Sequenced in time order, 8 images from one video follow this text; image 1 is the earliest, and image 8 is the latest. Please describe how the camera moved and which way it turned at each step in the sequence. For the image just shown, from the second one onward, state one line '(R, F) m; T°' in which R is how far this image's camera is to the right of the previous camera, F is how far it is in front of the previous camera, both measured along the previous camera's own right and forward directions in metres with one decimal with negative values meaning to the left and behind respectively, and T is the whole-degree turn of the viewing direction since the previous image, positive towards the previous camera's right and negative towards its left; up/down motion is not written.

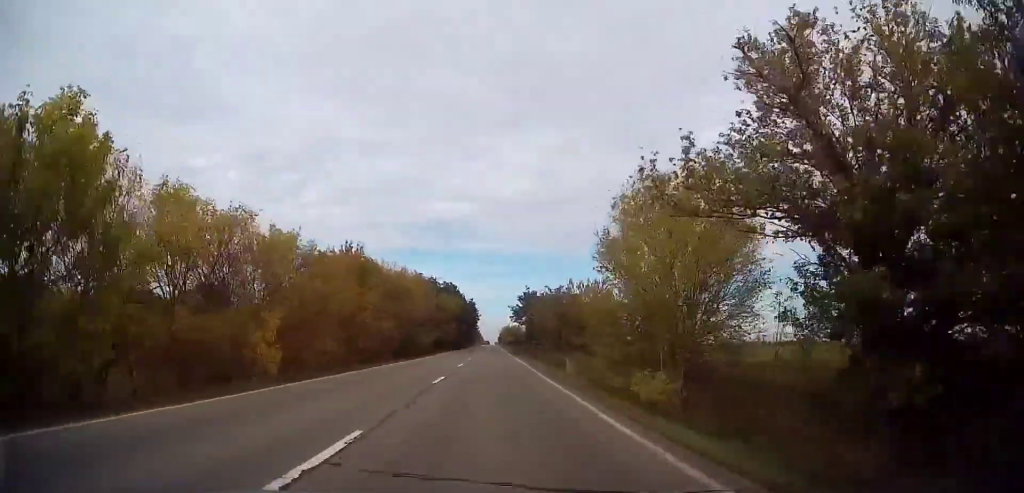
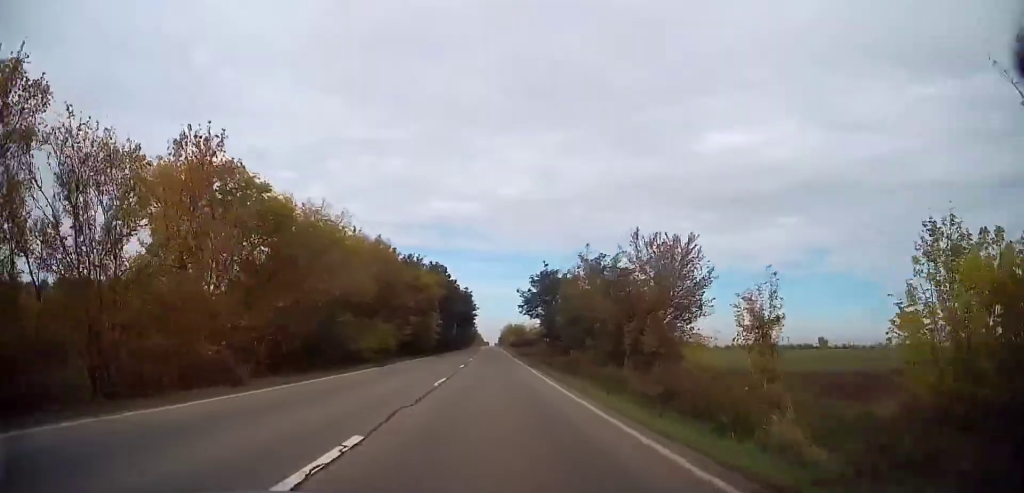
(-0.1, +23.3) m; -1°
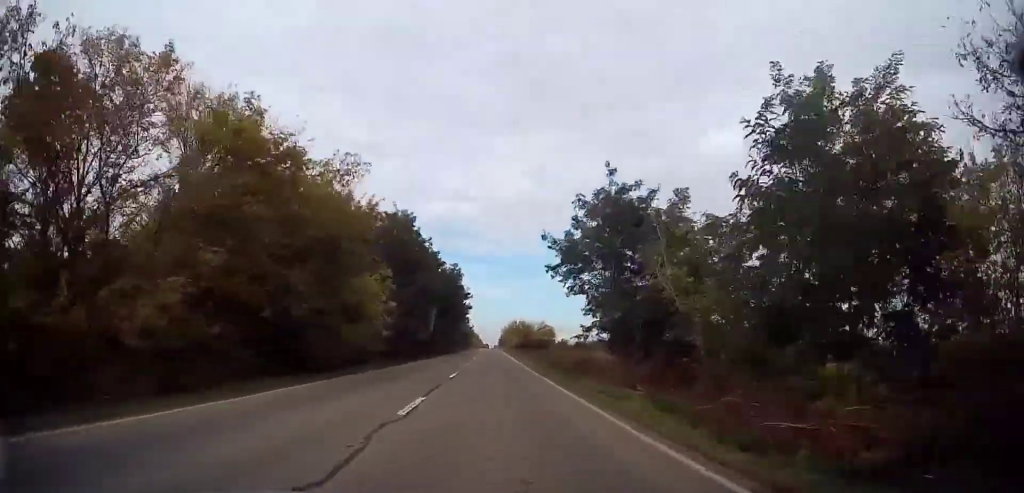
(-0.2, +28.8) m; +1°
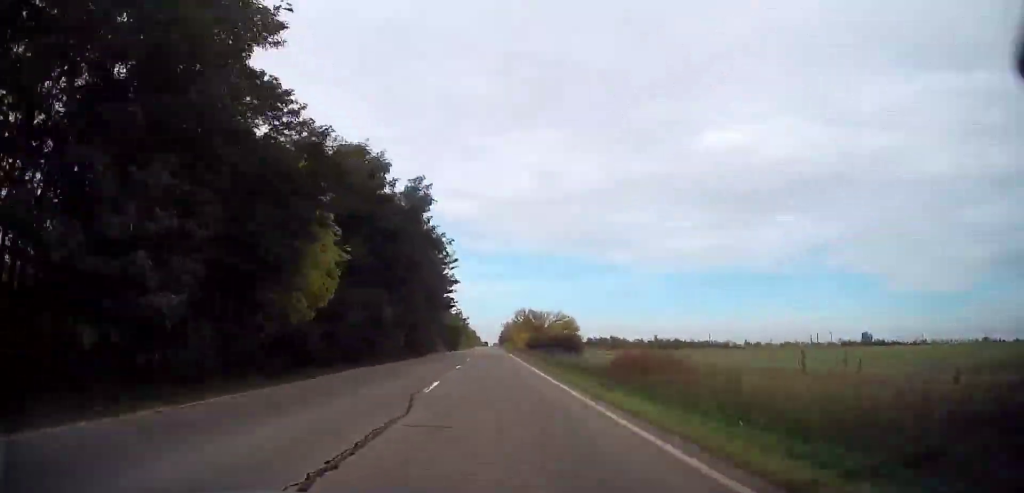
(+0.5, +30.8) m; 0°
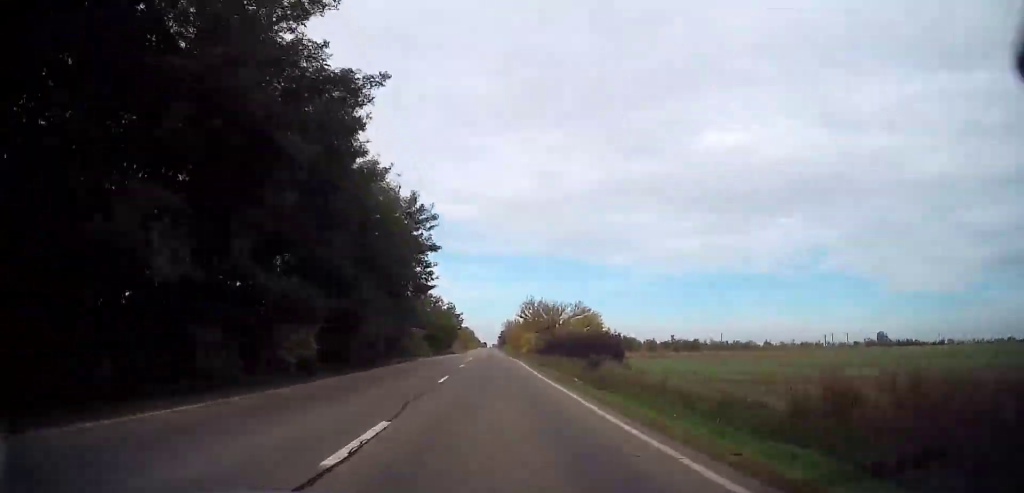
(-0.4, +18.9) m; 0°
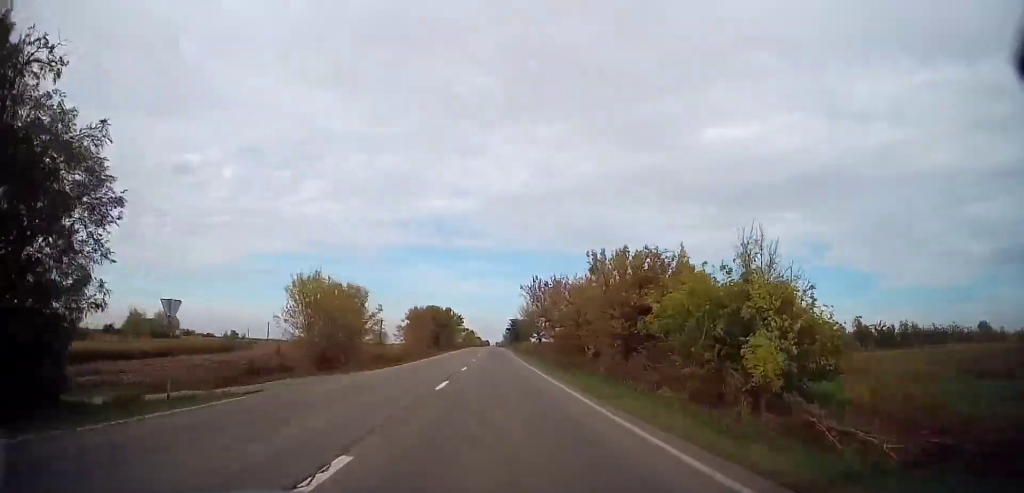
(-0.3, +93.8) m; 0°
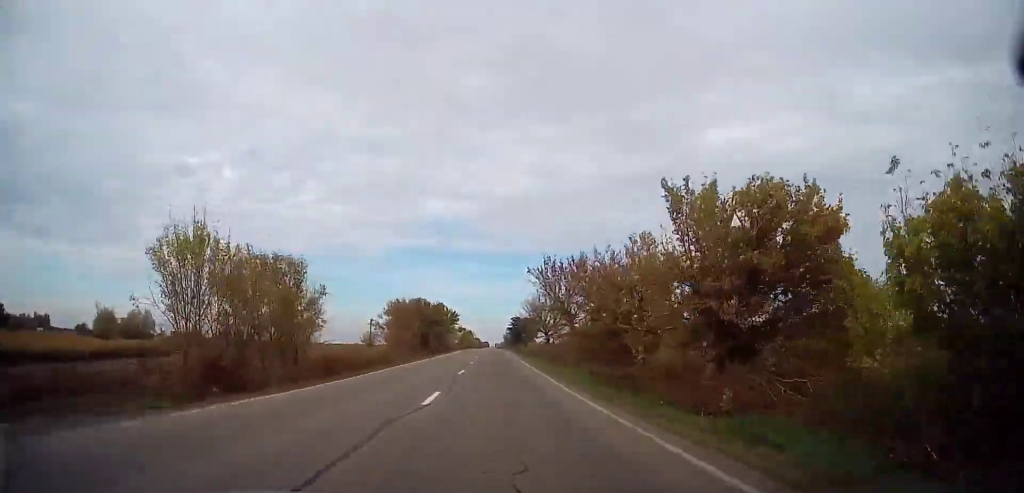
(0.0, +14.5) m; 0°
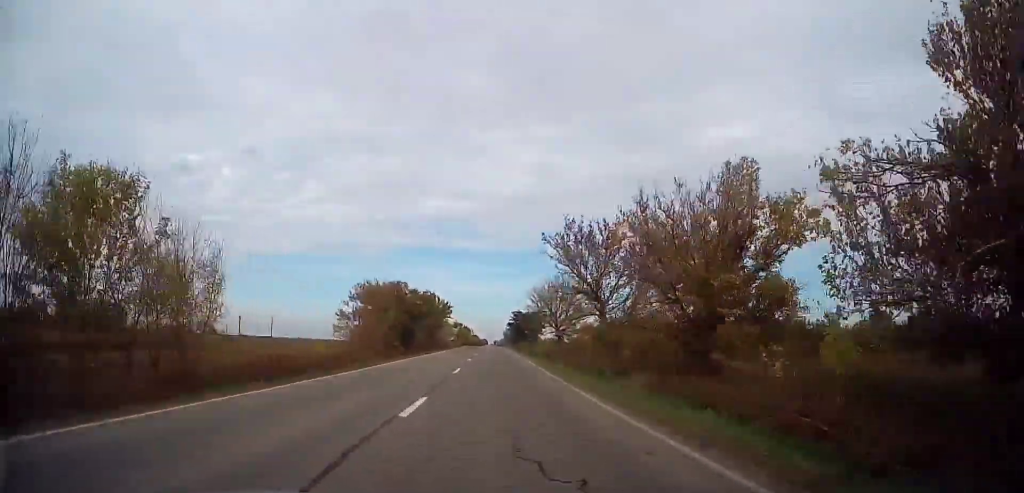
(+0.2, +14.1) m; 0°
